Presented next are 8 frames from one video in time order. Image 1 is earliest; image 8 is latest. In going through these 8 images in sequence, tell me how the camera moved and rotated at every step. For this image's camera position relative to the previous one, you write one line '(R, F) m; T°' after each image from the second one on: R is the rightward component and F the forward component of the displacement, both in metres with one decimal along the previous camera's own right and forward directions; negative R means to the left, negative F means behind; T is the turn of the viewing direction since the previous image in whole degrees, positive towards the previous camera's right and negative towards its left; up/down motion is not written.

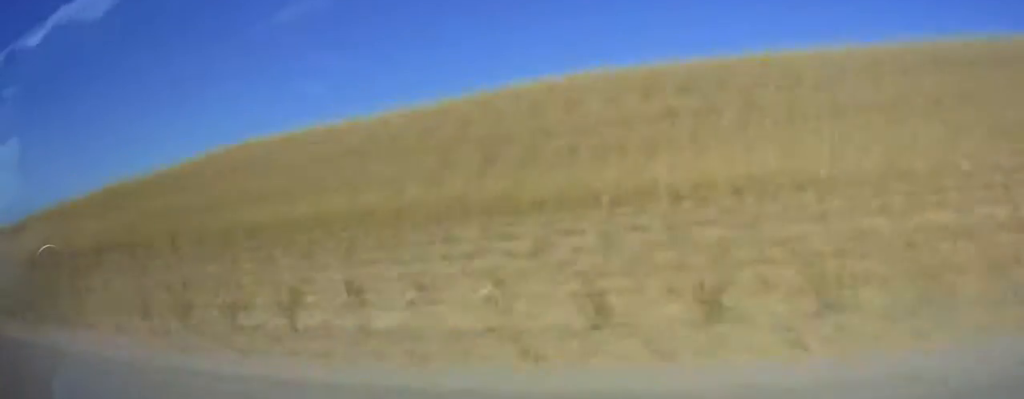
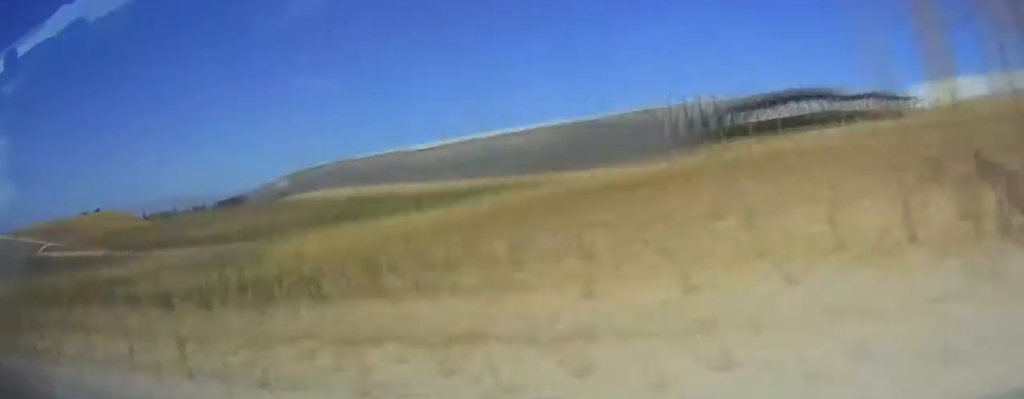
(+0.7, +54.9) m; +2°
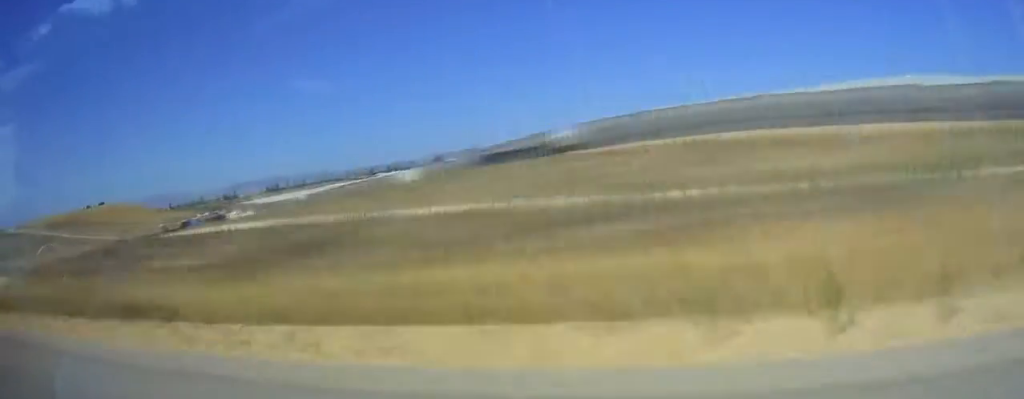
(+0.8, +50.8) m; +2°
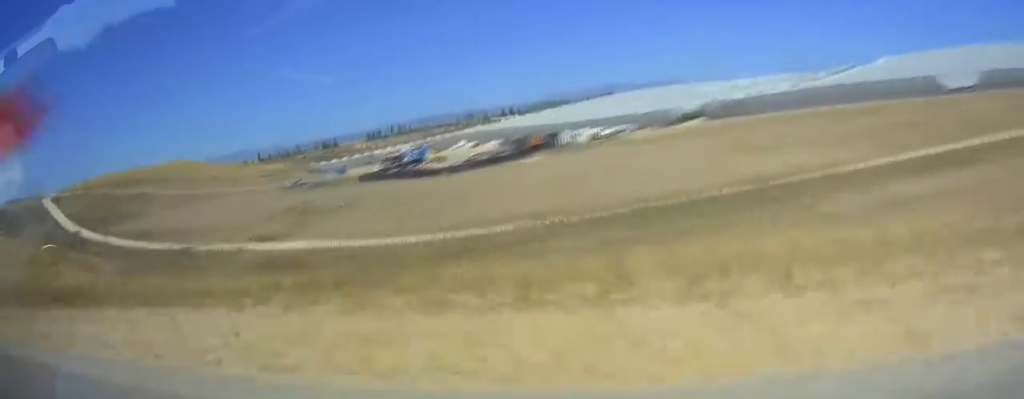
(+4.5, +101.8) m; +8°
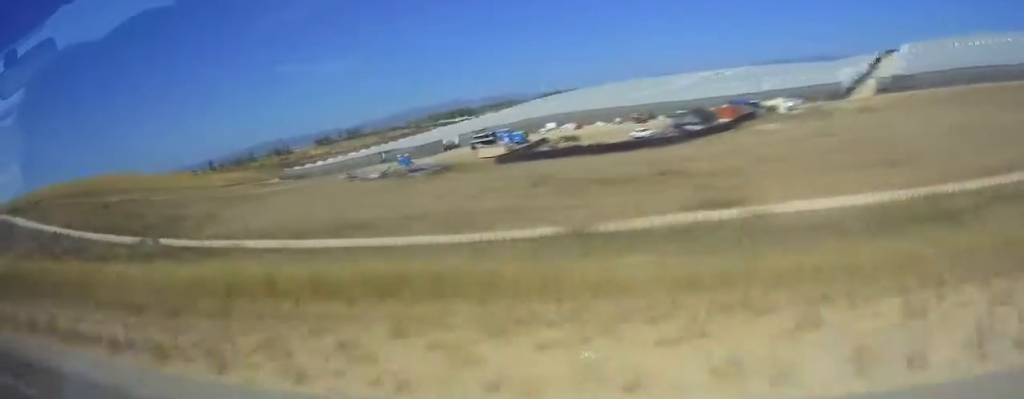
(+3.9, +66.5) m; +6°
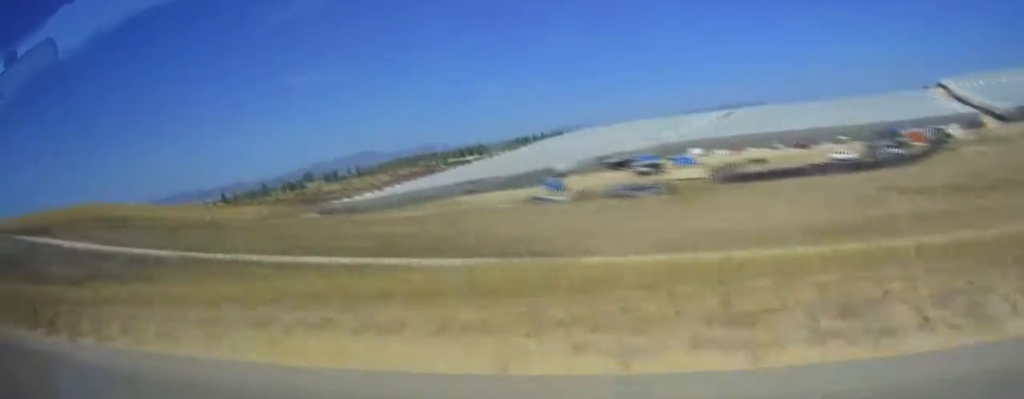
(+4.1, +52.0) m; +5°
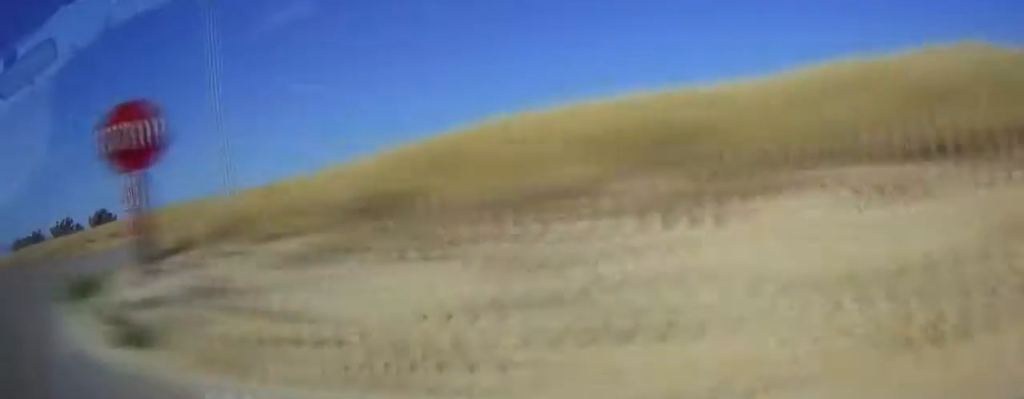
(+6.1, +131.6) m; +1°
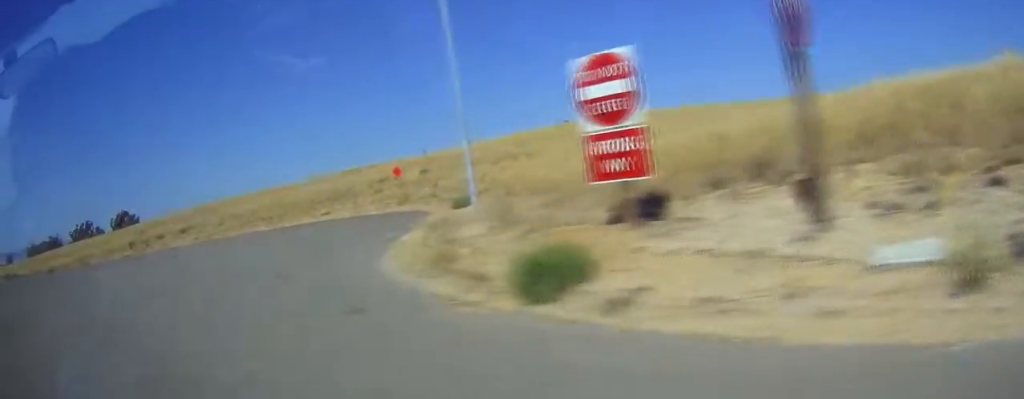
(+0.6, +16.9) m; -22°
